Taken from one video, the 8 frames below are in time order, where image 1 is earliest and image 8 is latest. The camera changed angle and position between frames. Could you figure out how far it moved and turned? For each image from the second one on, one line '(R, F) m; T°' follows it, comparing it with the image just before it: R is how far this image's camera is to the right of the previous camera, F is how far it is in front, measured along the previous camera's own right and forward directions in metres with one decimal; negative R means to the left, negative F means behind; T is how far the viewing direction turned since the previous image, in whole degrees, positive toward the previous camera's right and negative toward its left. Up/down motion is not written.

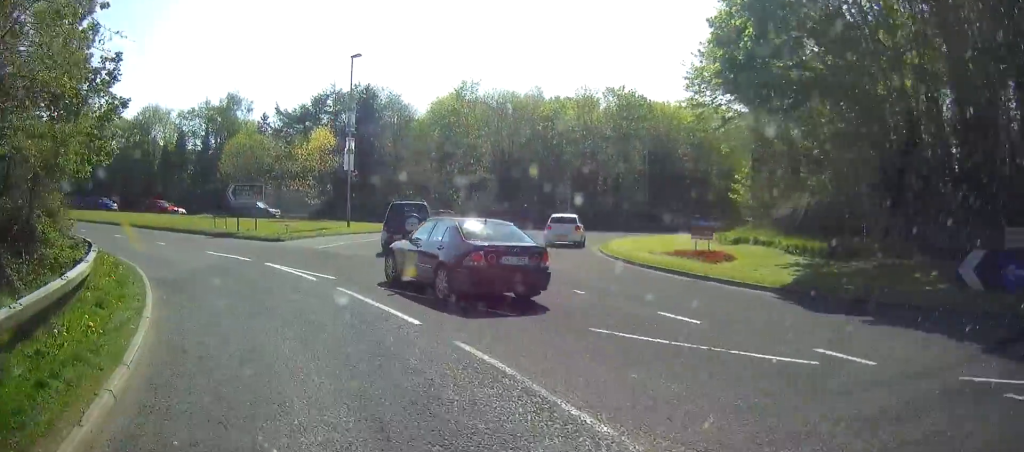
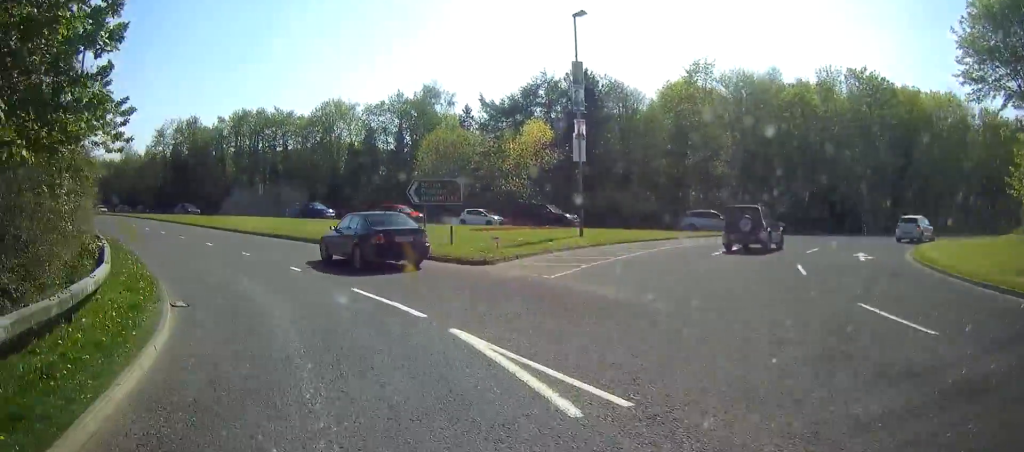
(-0.2, +9.2) m; -18°
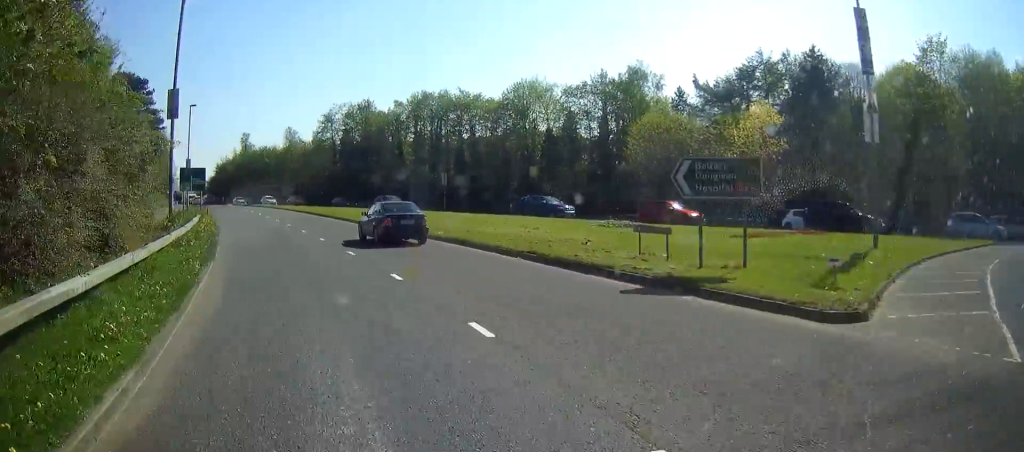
(-2.0, +7.8) m; -36°
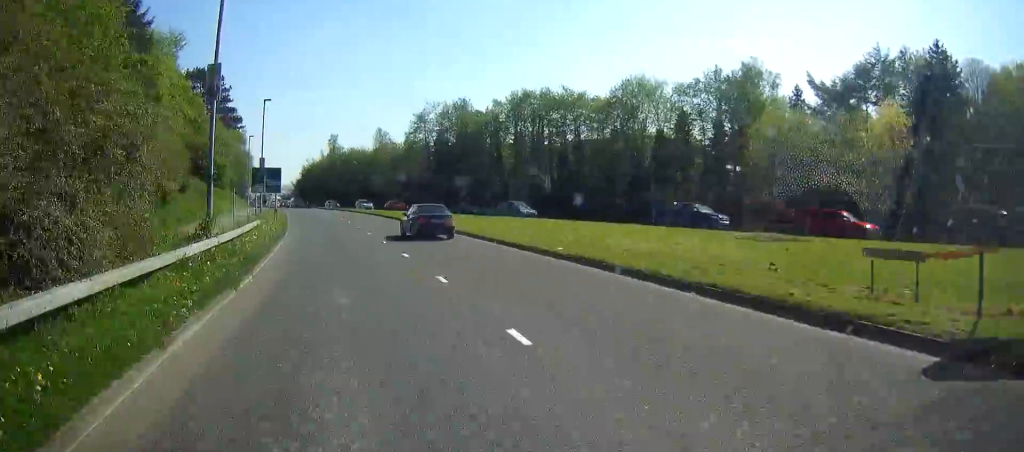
(-1.7, +6.3) m; -7°
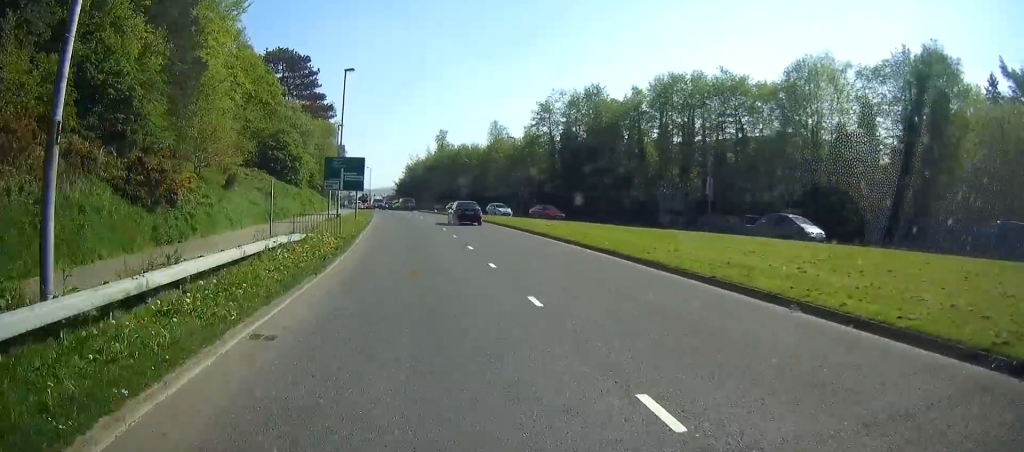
(-0.1, +16.7) m; +5°
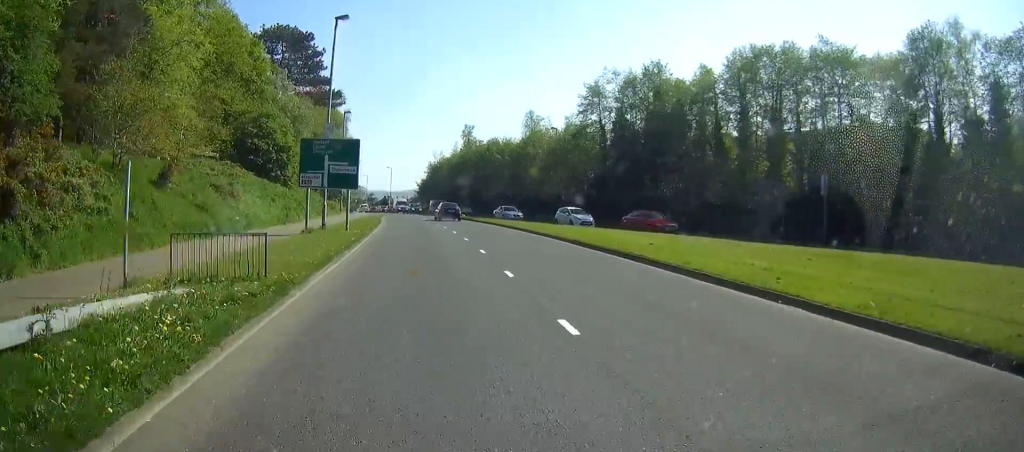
(+1.1, +15.6) m; +4°
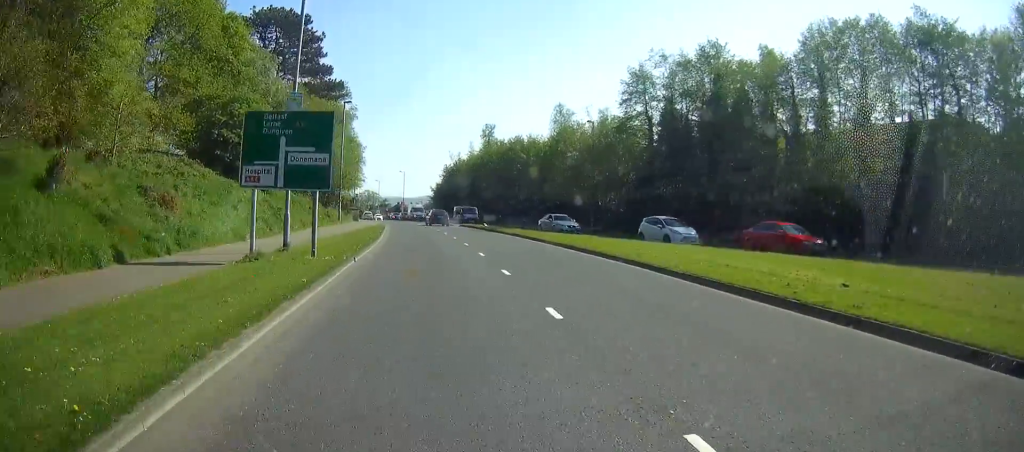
(+0.1, +11.2) m; -1°
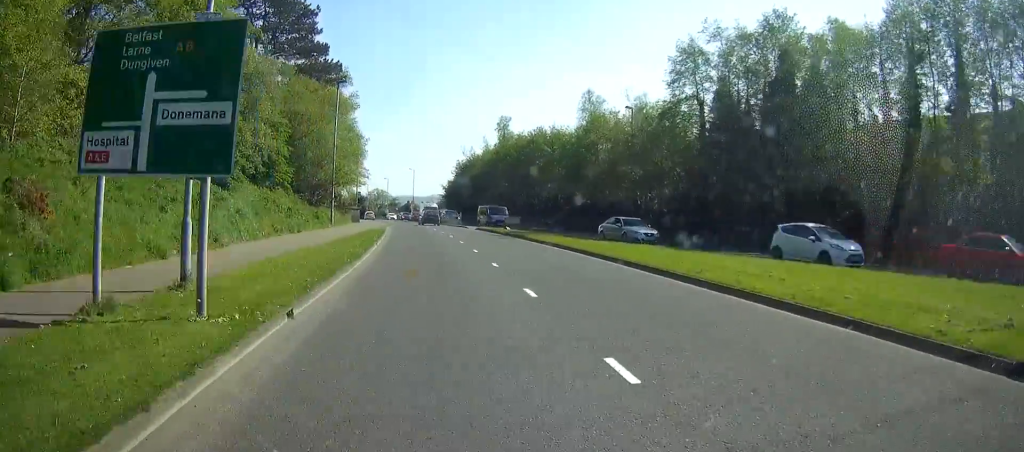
(-0.3, +9.7) m; -2°
